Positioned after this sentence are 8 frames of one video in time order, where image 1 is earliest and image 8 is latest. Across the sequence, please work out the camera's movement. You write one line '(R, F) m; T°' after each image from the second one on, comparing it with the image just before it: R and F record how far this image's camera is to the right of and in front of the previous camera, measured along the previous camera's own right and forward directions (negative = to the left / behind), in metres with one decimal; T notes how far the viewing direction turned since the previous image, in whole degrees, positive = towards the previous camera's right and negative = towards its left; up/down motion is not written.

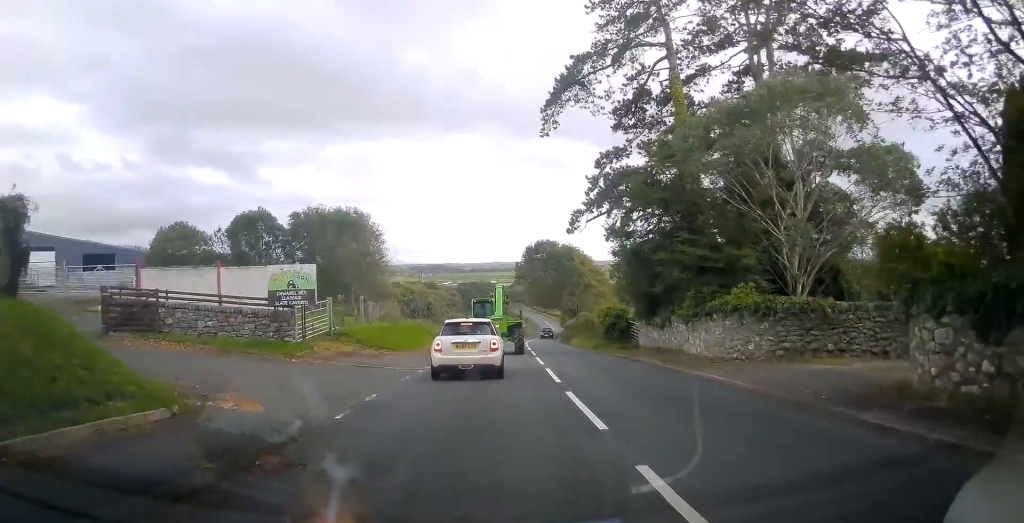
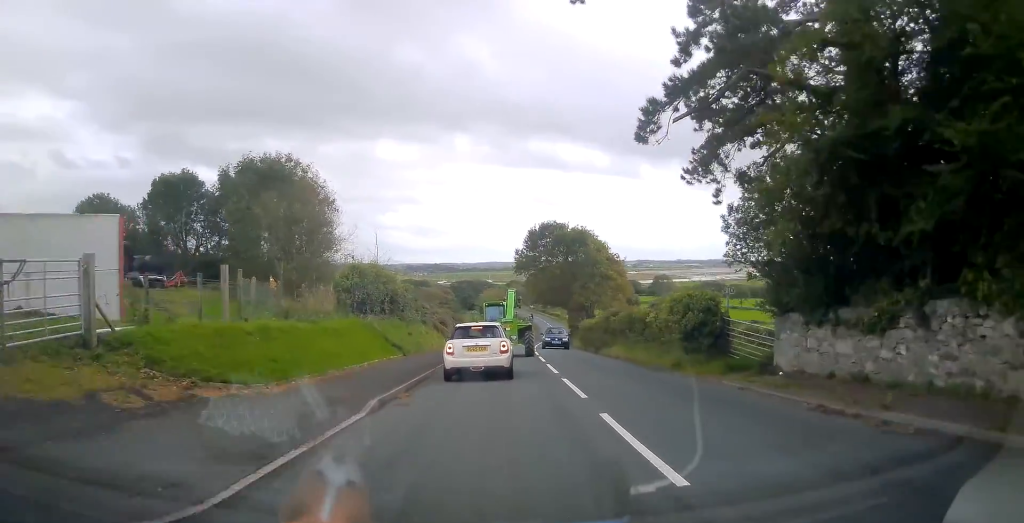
(-0.1, +14.4) m; -1°
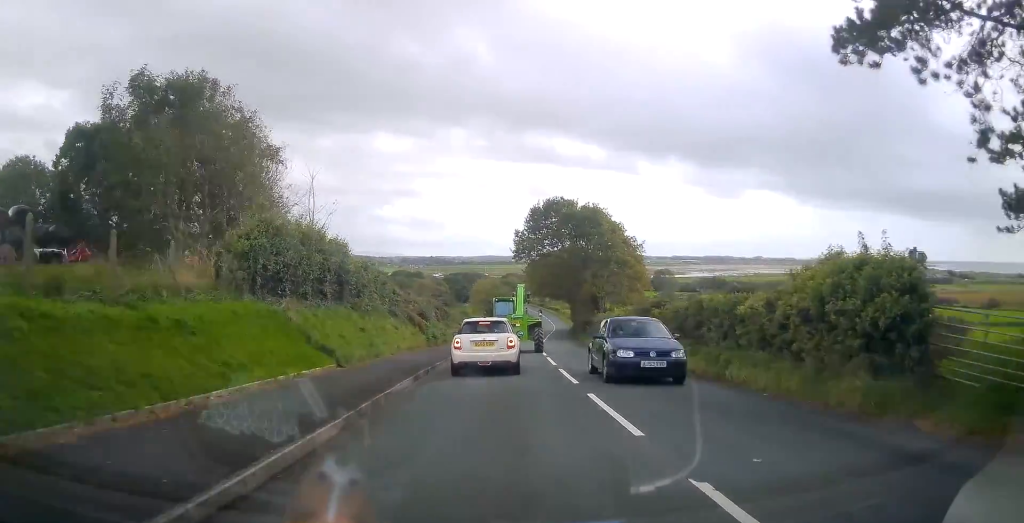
(0.0, +9.7) m; 0°
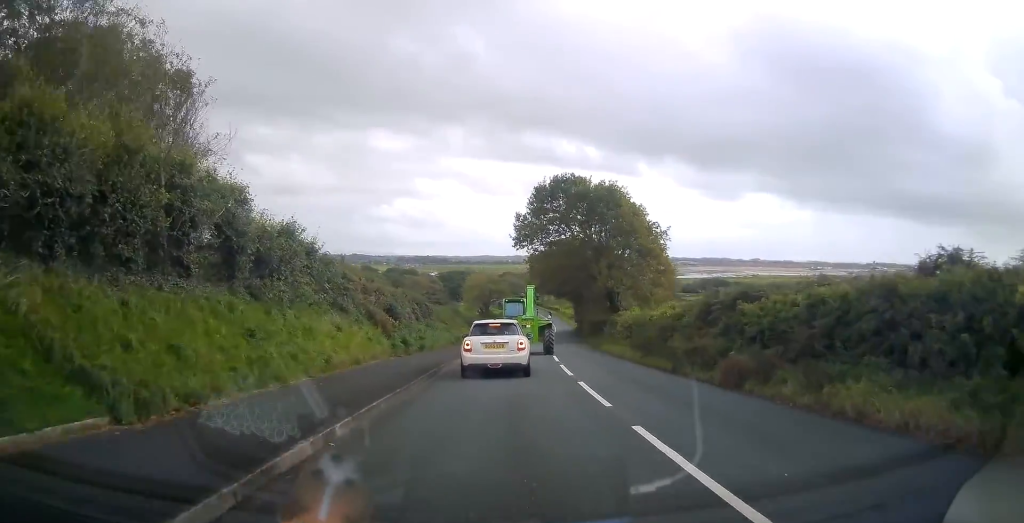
(0.0, +9.1) m; +1°
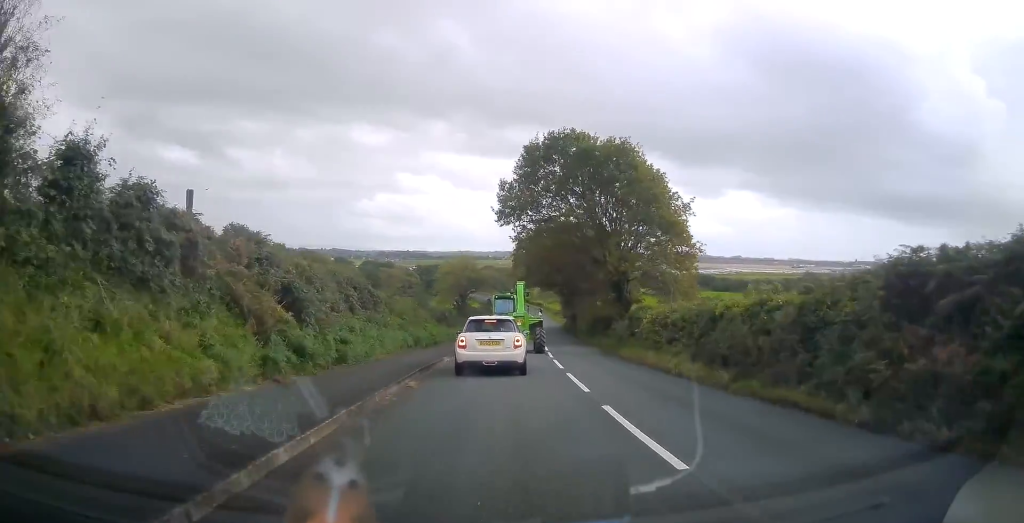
(+0.1, +10.3) m; +2°
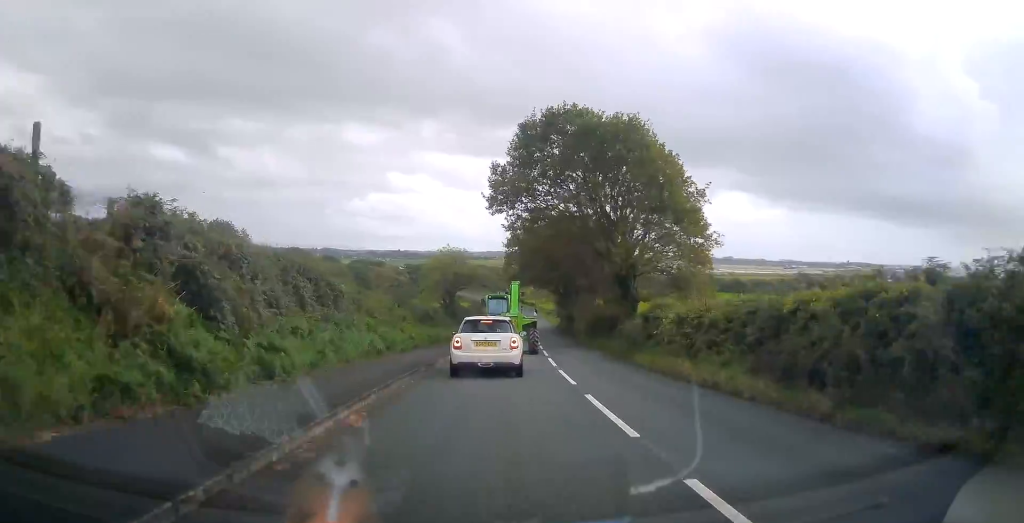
(0.0, +4.4) m; +1°
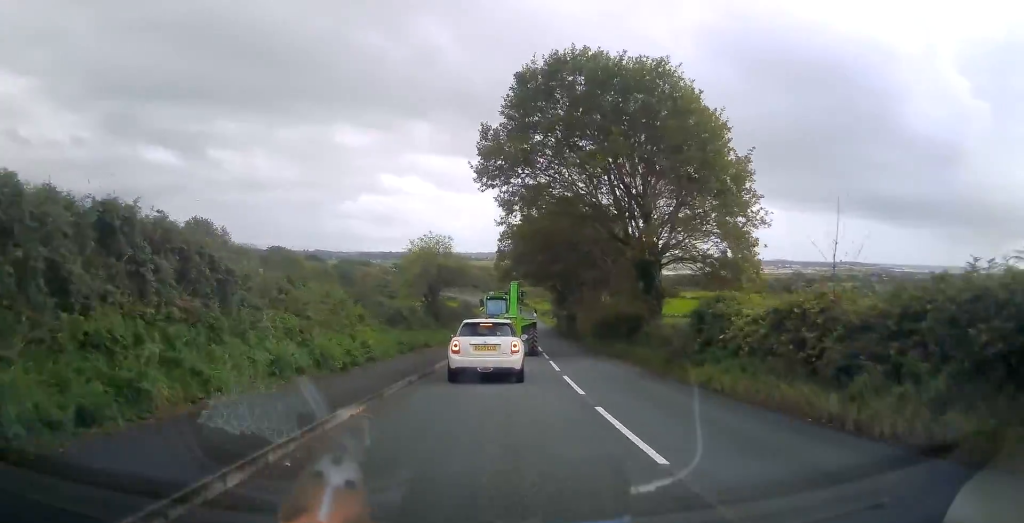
(0.0, +7.3) m; +1°
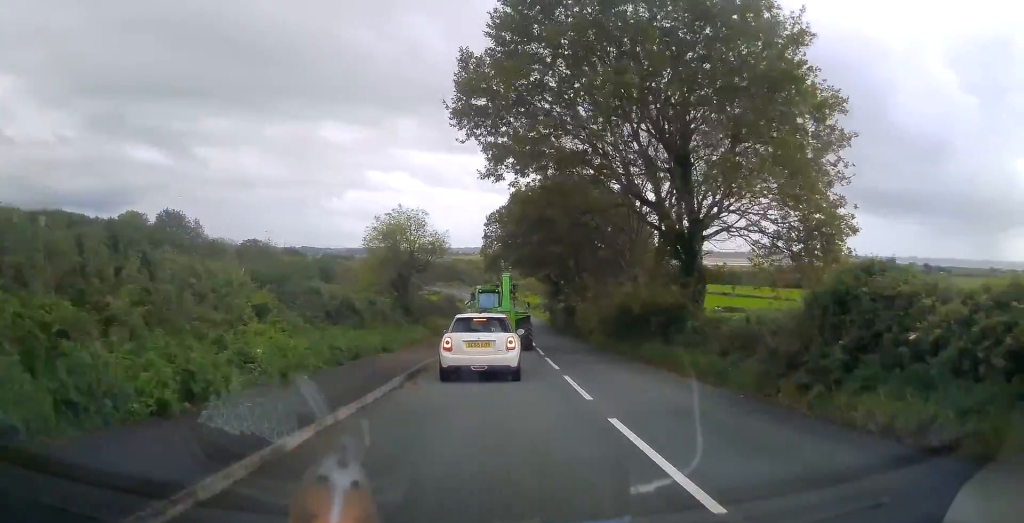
(+0.1, +7.7) m; +1°
